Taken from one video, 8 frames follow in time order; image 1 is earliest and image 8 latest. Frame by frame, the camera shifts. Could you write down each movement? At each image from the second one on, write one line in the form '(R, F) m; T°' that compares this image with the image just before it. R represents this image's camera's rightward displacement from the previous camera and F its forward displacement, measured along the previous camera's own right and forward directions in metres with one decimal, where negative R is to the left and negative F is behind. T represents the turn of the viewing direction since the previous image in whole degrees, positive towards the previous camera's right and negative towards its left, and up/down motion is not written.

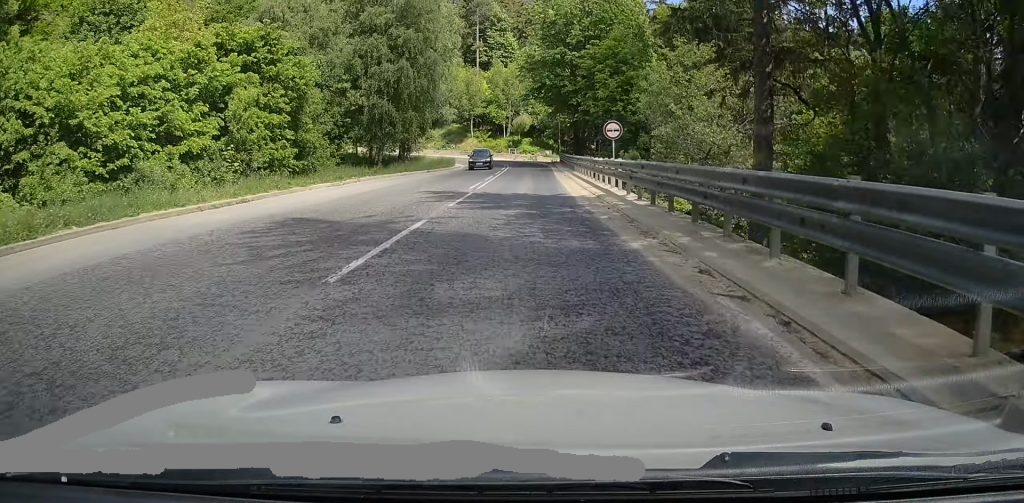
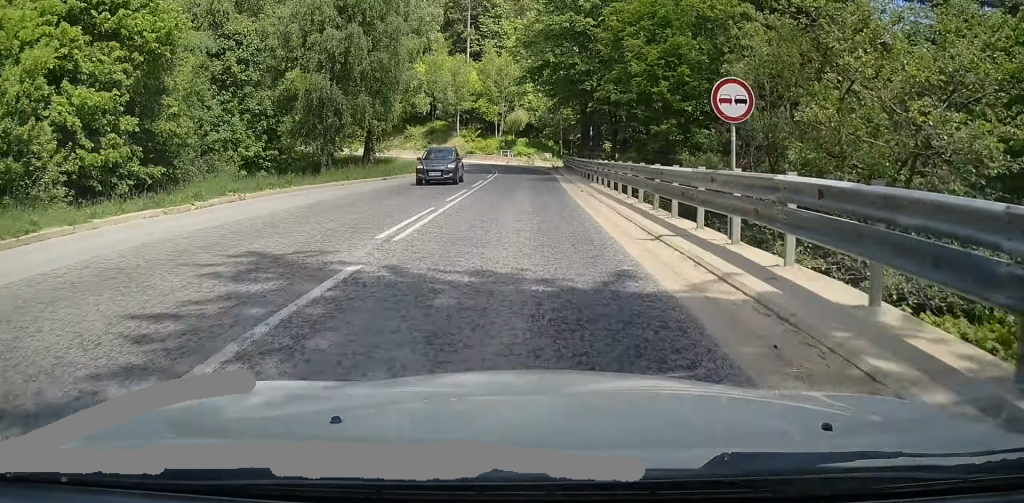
(0.0, +14.5) m; +1°
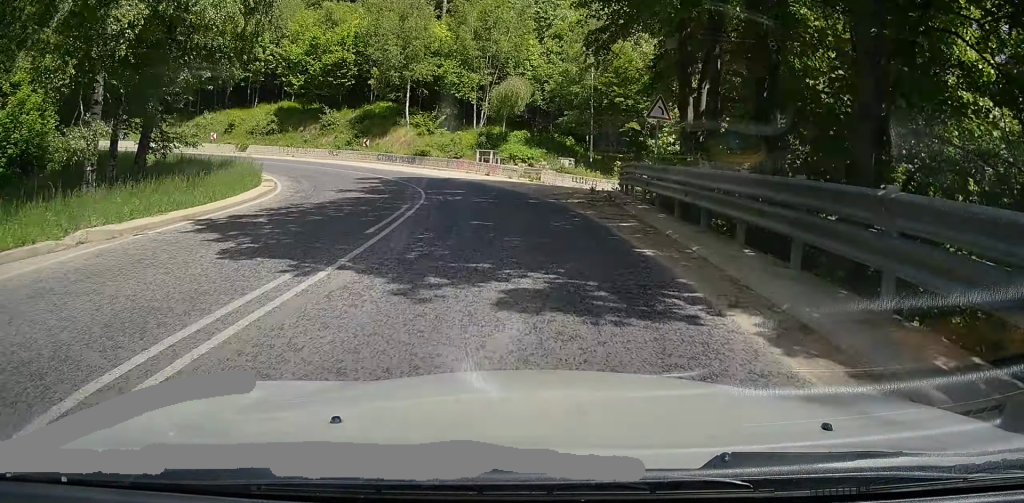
(-0.5, +36.3) m; -4°
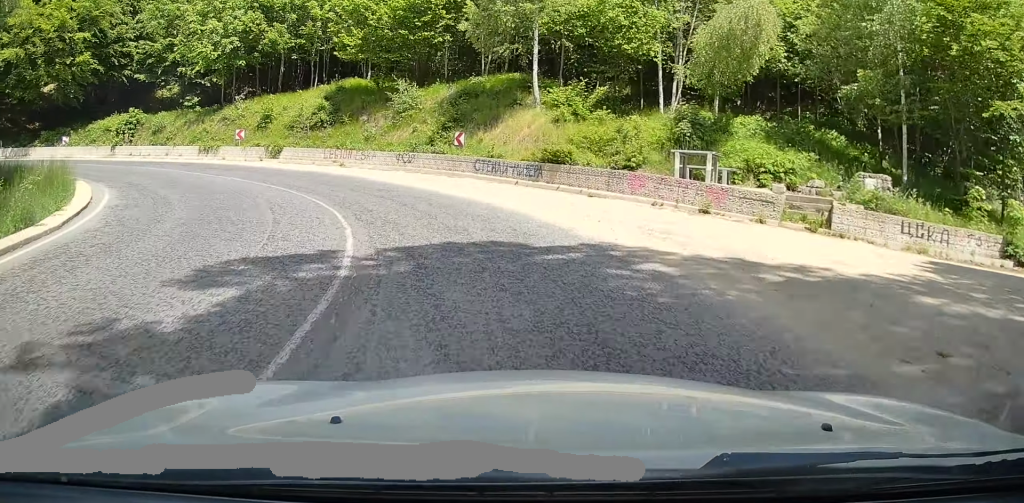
(-1.1, +23.6) m; -10°
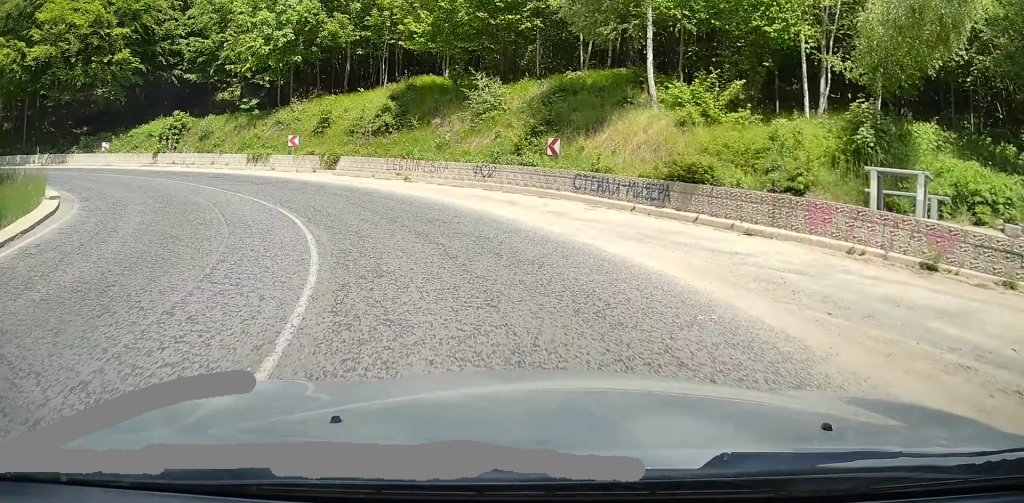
(-0.5, +6.5) m; -8°
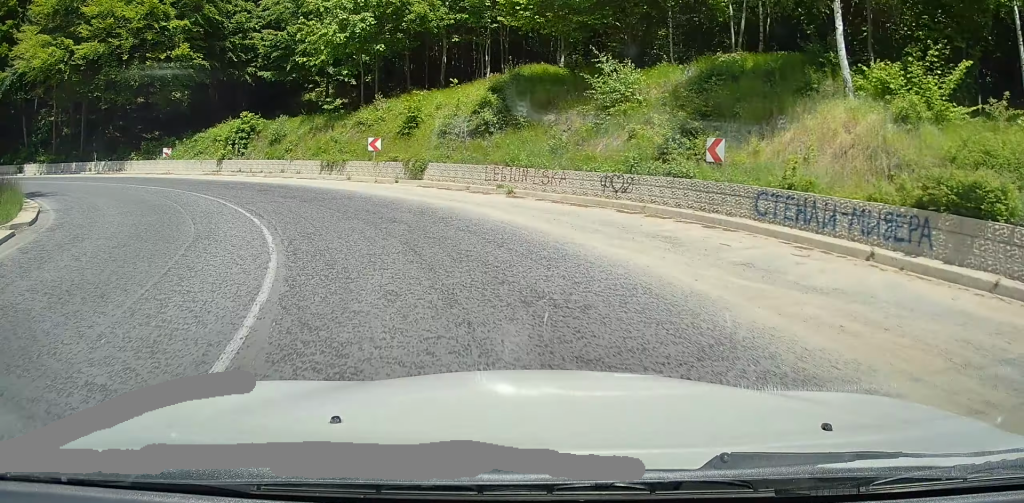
(+0.1, +6.8) m; -10°
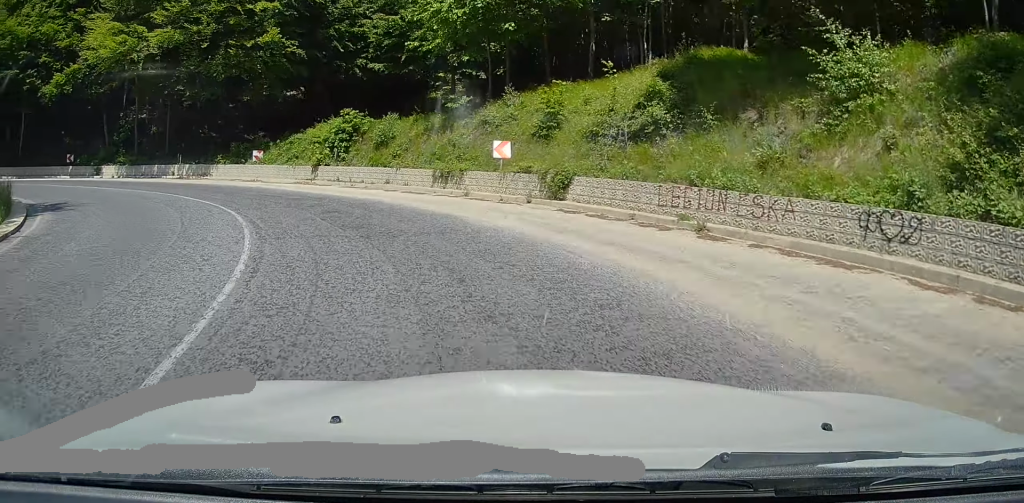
(-1.1, +6.7) m; -22°
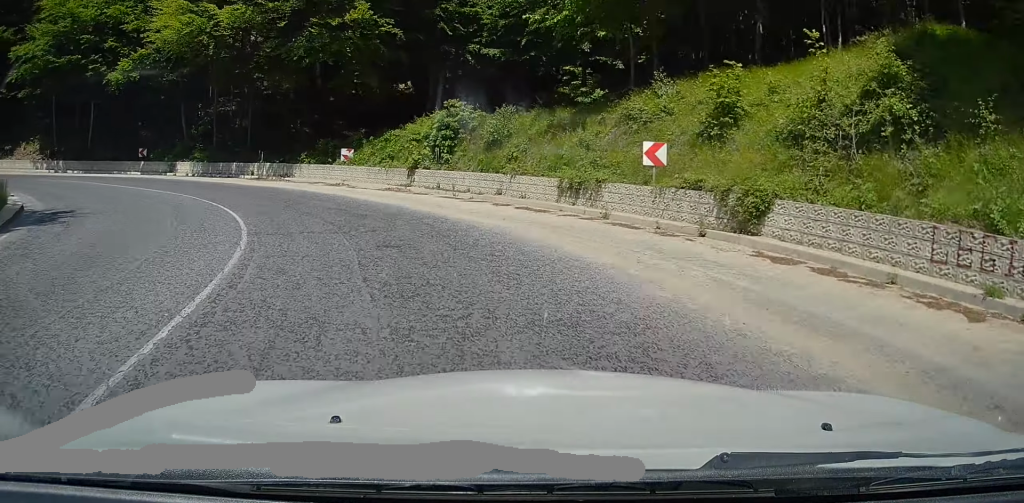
(-0.1, +5.4) m; -18°
